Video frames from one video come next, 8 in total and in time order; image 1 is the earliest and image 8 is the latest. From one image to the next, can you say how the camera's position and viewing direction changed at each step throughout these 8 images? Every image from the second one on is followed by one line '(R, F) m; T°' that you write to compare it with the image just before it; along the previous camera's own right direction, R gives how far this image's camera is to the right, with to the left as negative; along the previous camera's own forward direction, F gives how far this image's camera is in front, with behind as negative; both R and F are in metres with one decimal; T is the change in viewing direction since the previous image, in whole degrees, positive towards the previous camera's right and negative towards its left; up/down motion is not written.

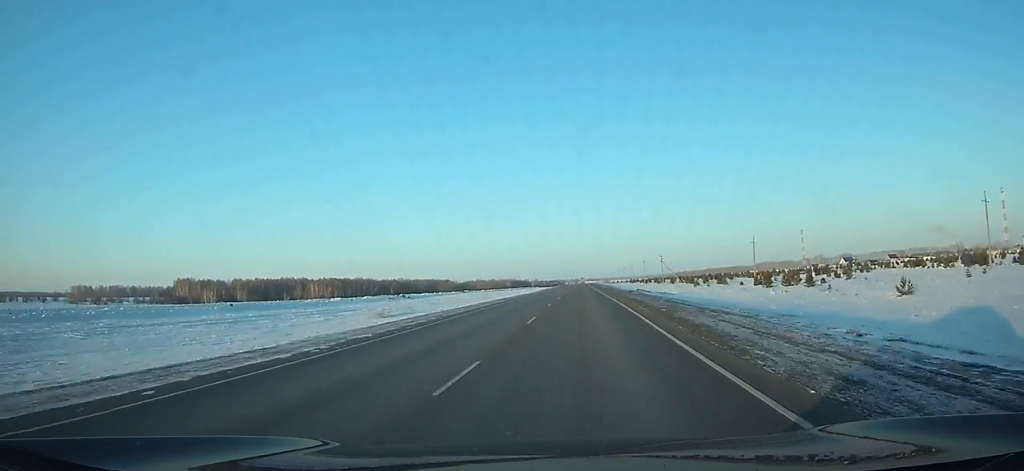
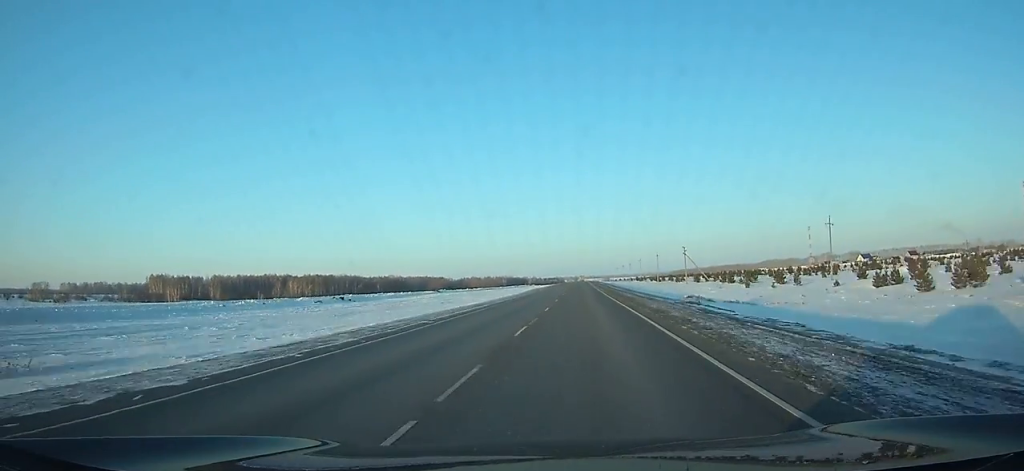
(+0.2, +40.0) m; 0°
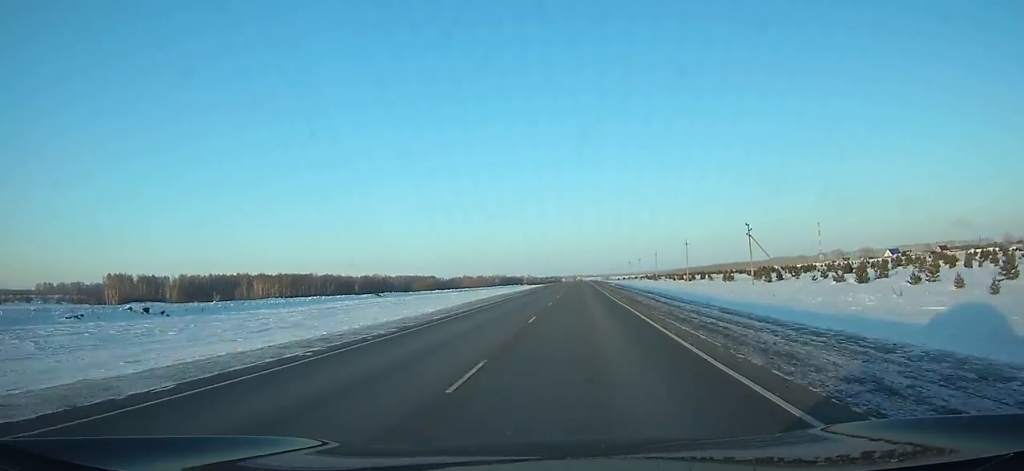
(-0.3, +57.0) m; 0°
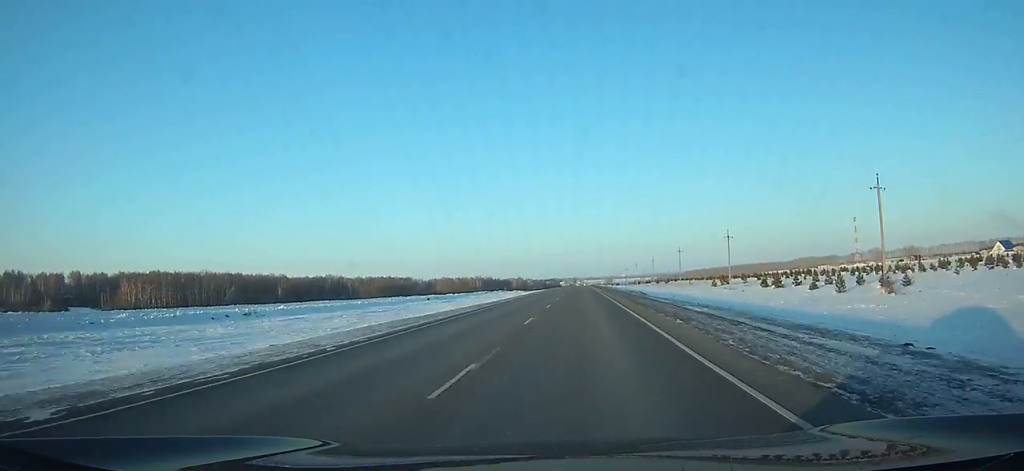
(+0.2, +145.5) m; 0°
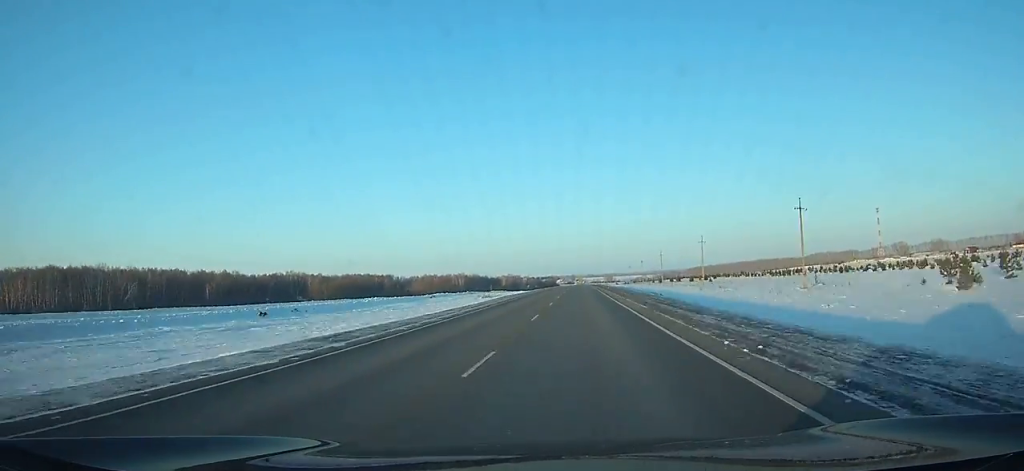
(+0.2, +82.6) m; 0°
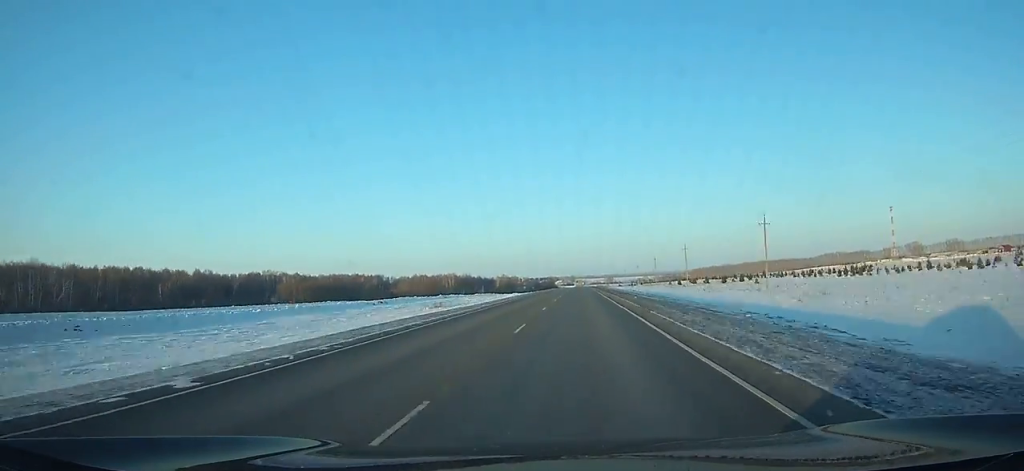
(0.0, +39.9) m; 0°
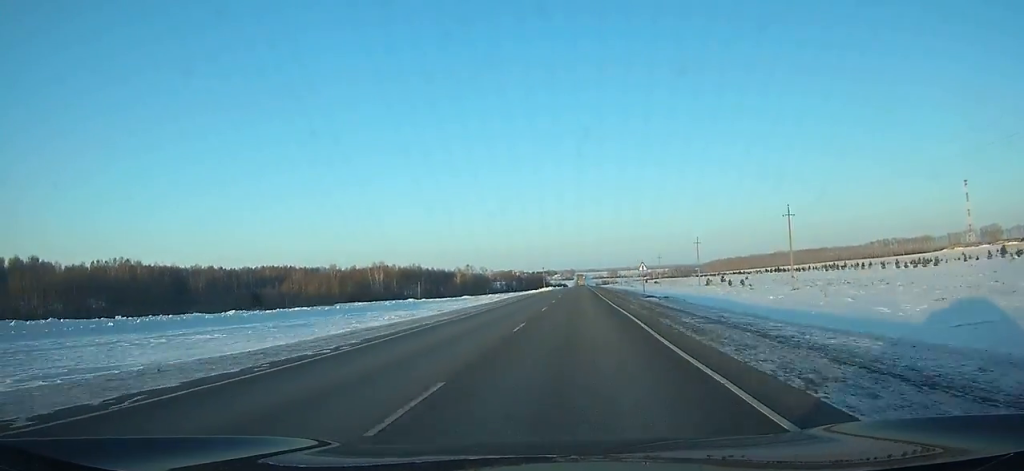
(-0.7, +179.7) m; 0°
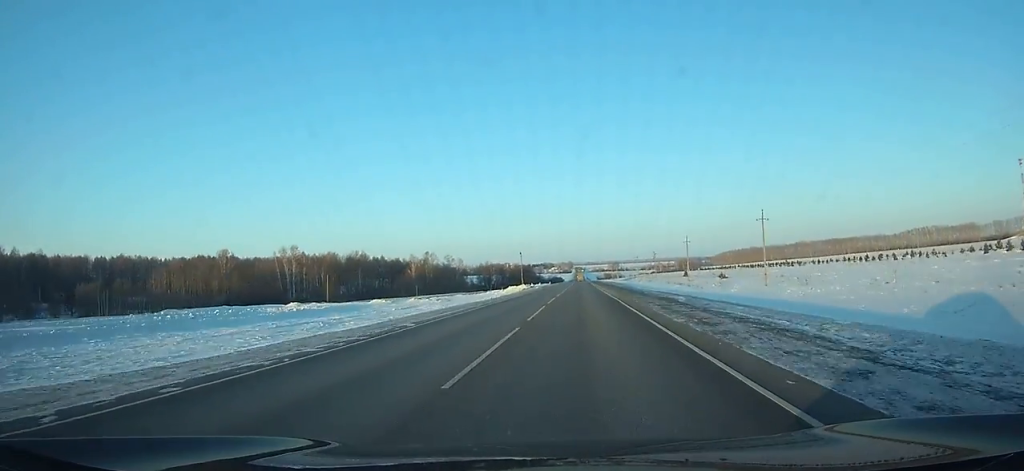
(+0.2, +99.2) m; 0°
